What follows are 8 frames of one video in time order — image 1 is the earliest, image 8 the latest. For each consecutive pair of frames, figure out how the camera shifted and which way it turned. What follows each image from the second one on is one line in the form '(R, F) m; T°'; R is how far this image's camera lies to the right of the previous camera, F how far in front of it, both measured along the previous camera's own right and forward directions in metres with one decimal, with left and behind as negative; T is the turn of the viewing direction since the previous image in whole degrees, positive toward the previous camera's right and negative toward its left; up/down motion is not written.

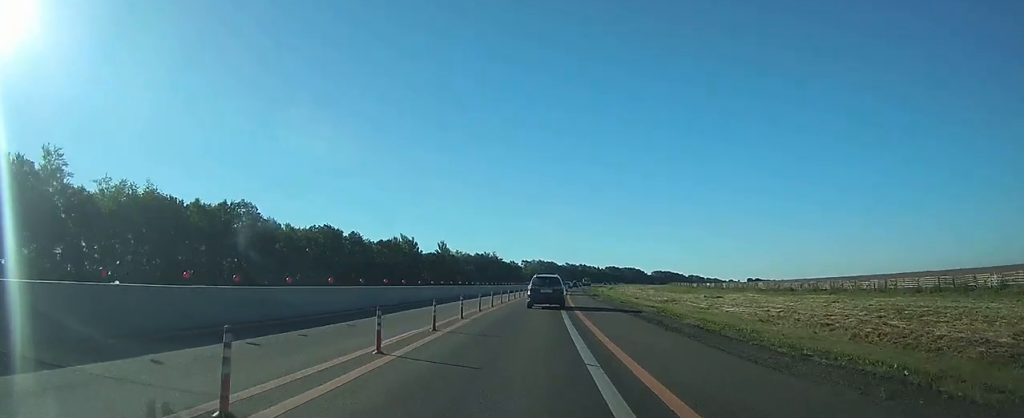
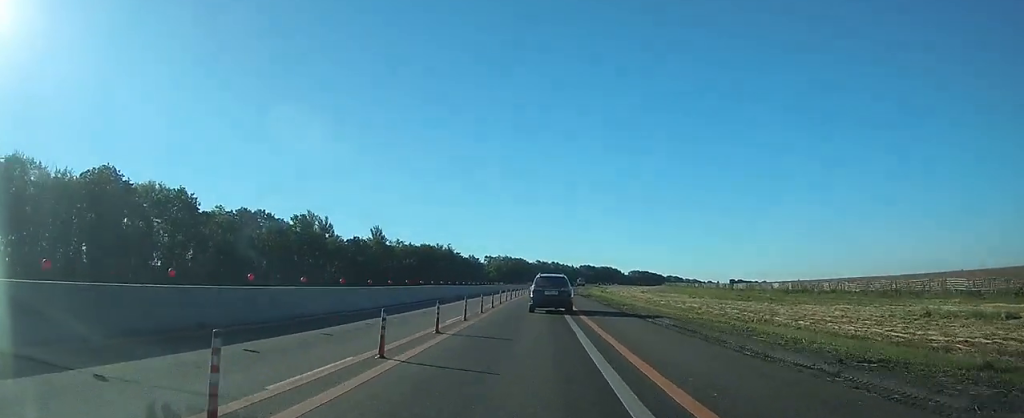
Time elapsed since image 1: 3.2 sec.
(+1.2, +64.3) m; +3°
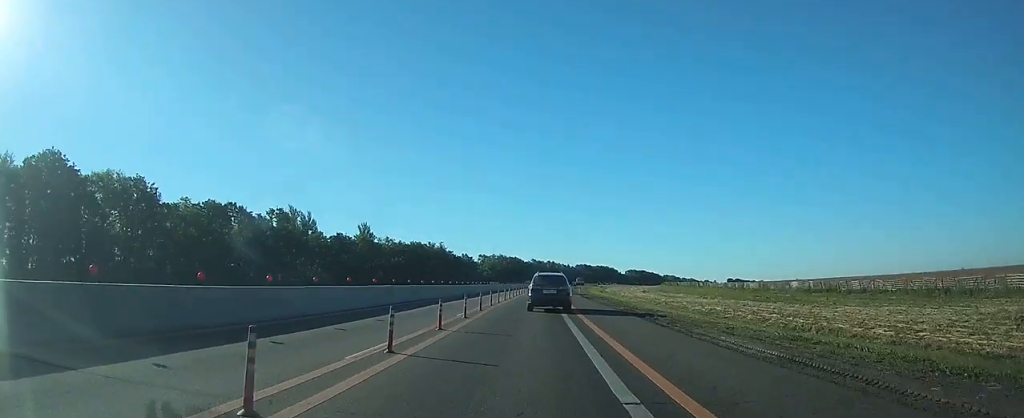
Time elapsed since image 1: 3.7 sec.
(+0.1, +9.3) m; +1°
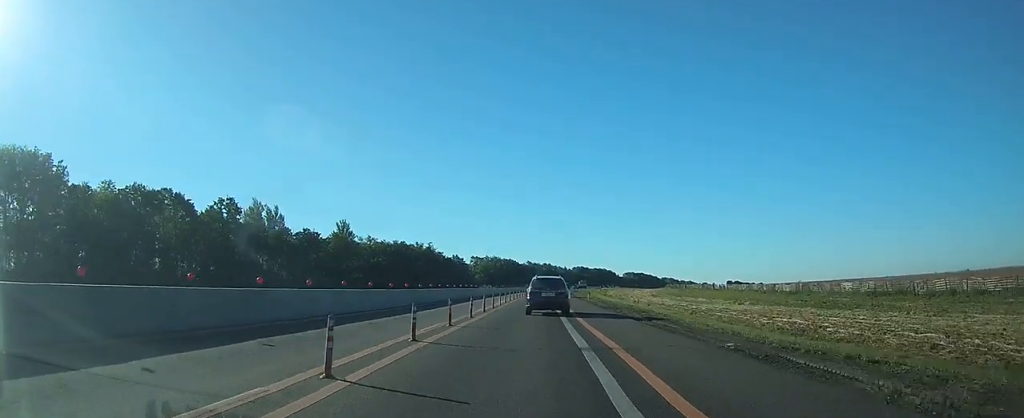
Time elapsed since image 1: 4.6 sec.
(0.0, +17.8) m; 0°
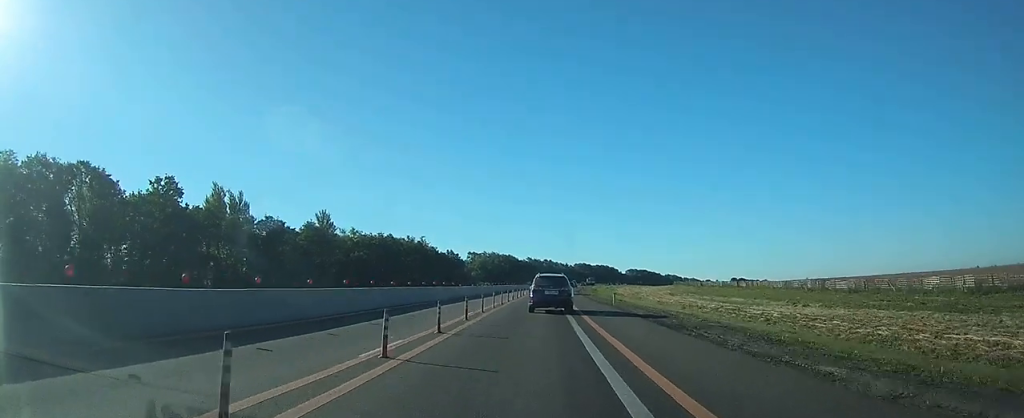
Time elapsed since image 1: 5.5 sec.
(+0.1, +17.8) m; +1°
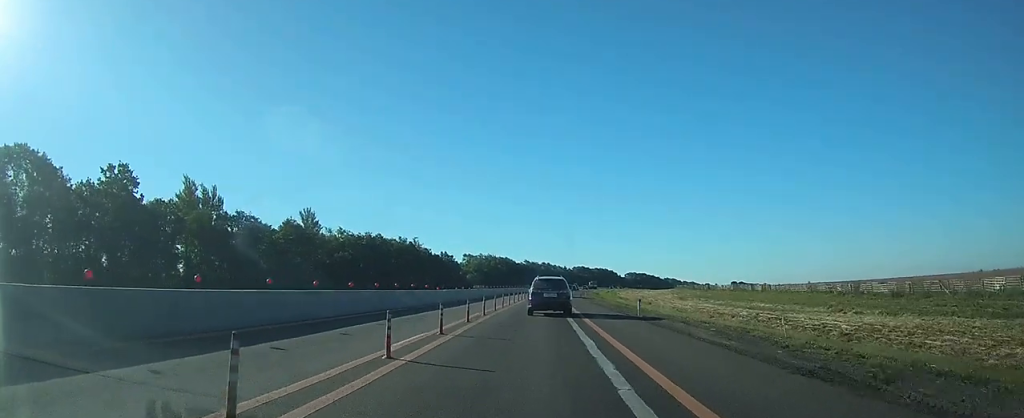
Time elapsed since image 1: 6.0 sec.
(0.0, +9.9) m; 0°
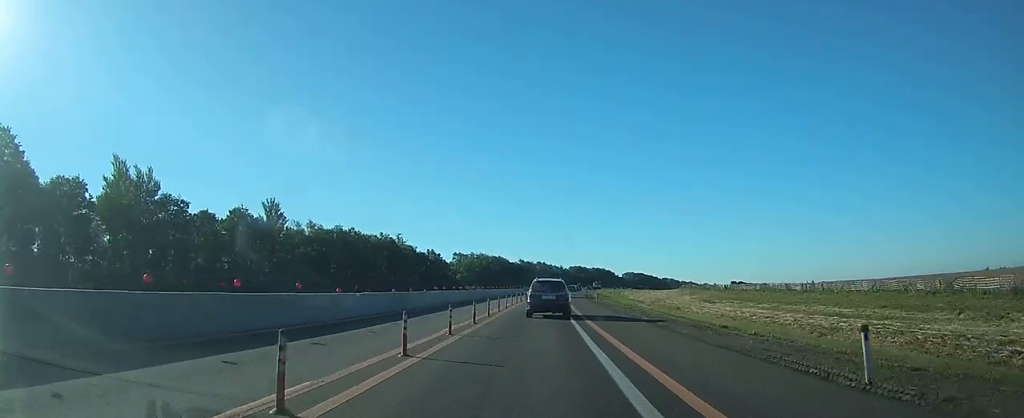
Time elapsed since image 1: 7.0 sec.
(+0.1, +19.1) m; 0°
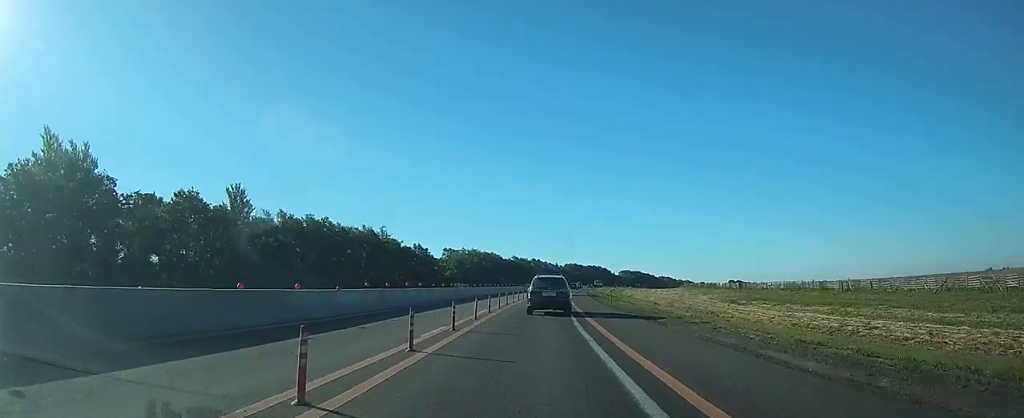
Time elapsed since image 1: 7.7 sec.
(-0.1, +14.5) m; +1°
